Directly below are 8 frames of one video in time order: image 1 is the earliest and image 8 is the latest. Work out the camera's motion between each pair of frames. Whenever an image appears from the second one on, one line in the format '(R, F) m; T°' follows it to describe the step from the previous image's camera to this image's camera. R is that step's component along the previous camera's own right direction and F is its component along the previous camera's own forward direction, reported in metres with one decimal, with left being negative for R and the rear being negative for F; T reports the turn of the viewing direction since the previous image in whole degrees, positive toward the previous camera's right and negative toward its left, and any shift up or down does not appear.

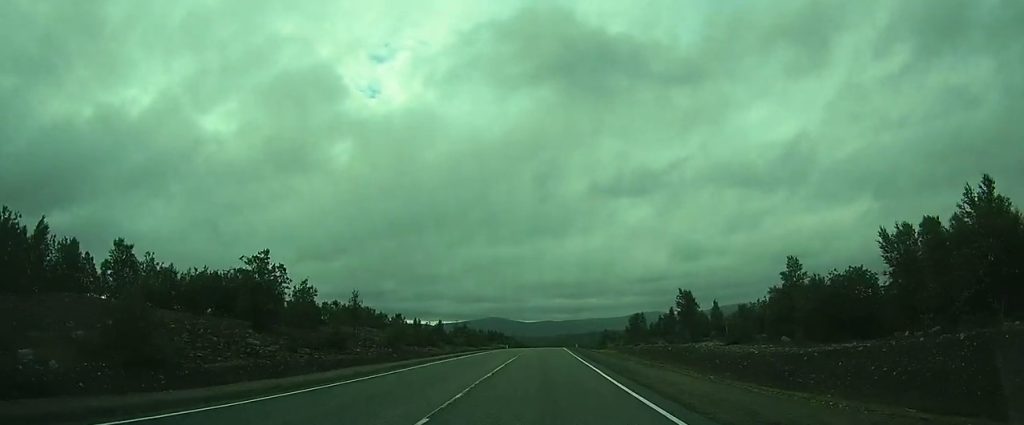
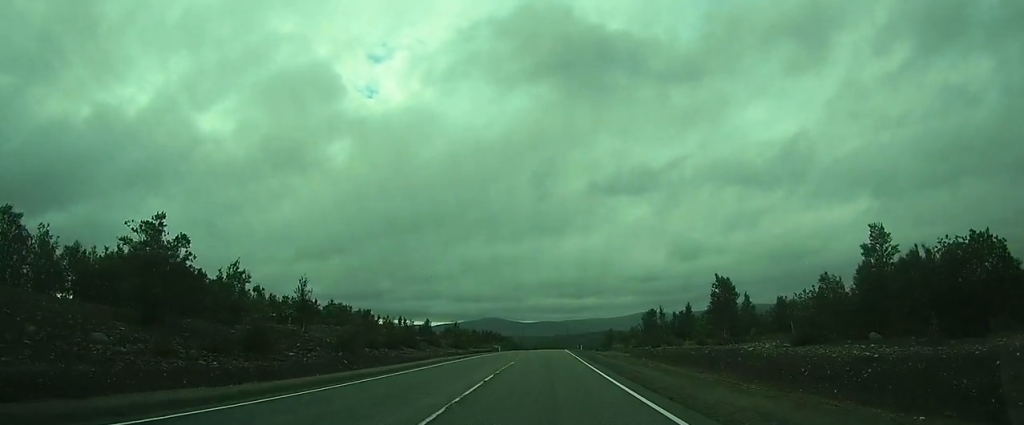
(-0.1, +14.7) m; 0°
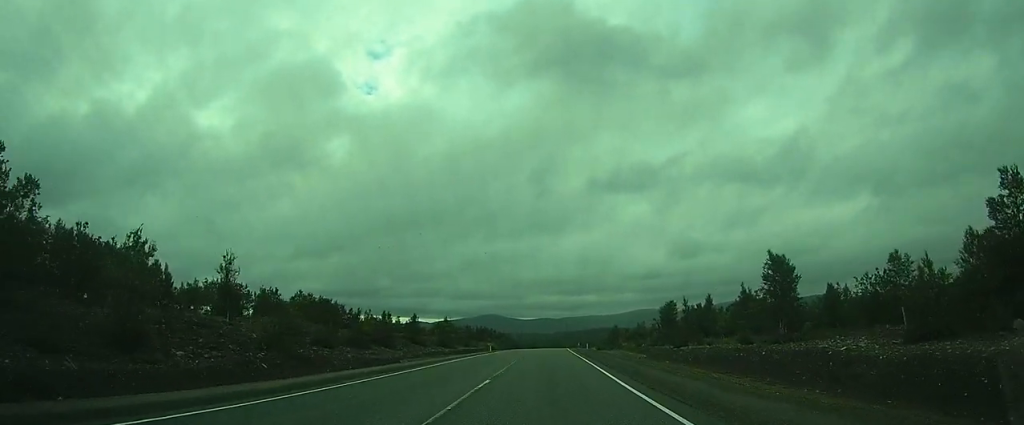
(+0.2, +13.0) m; +1°
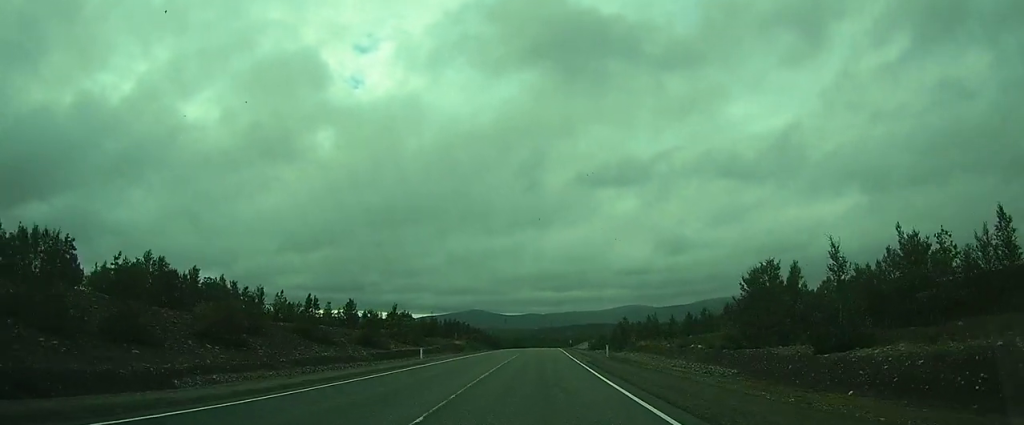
(+0.6, +34.1) m; +1°
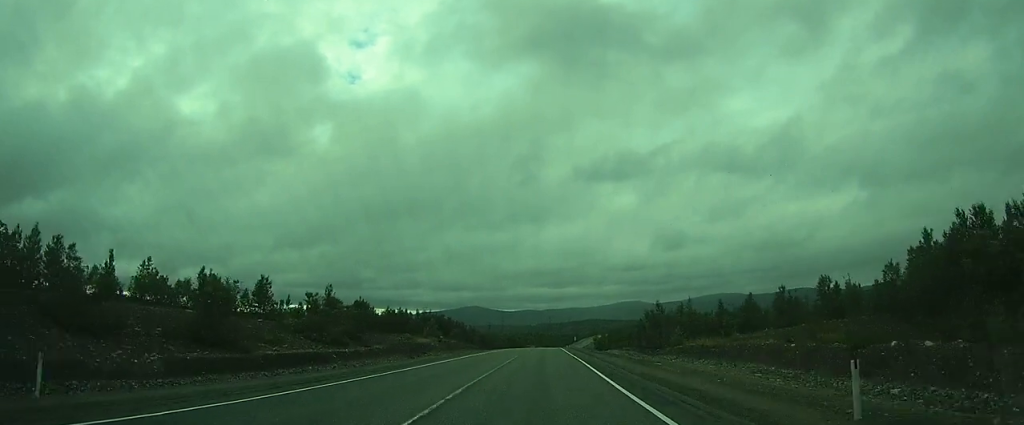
(-0.1, +29.2) m; 0°
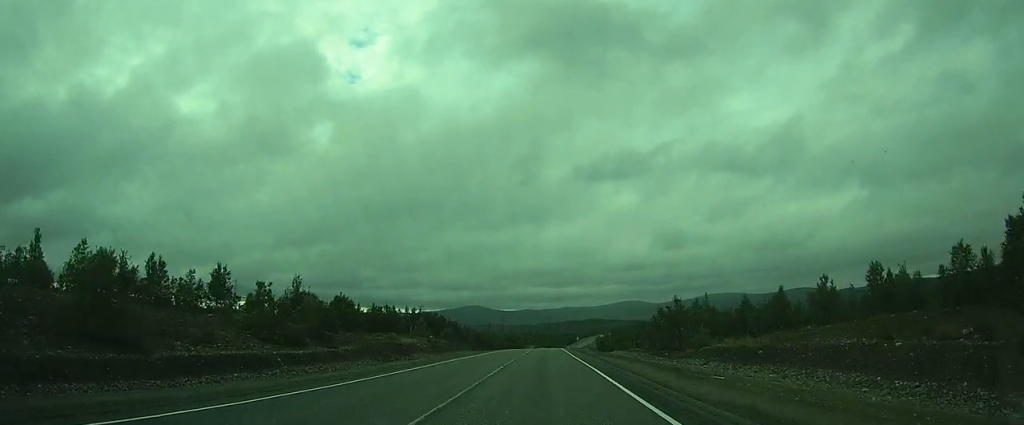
(0.0, +9.0) m; 0°
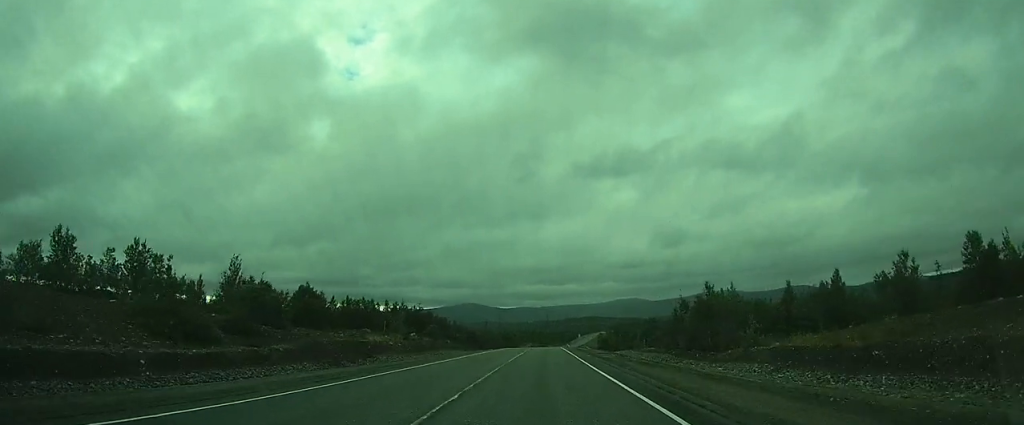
(0.0, +11.9) m; 0°
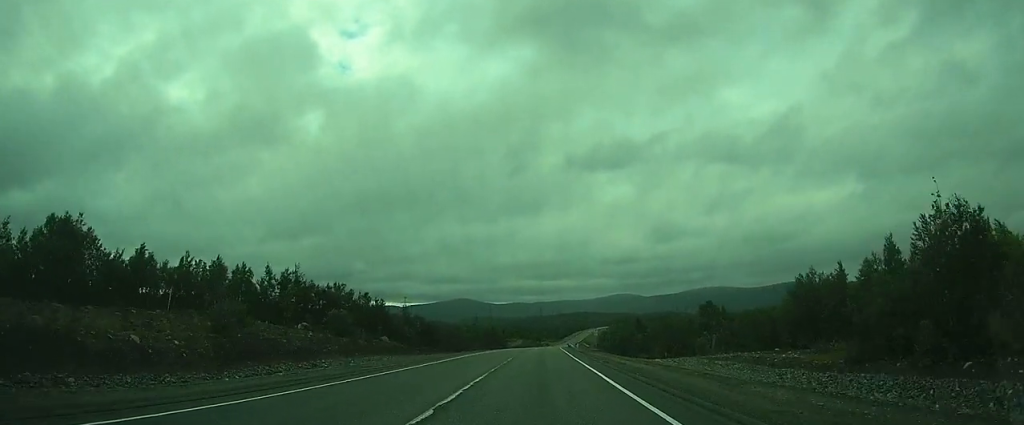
(+0.4, +38.6) m; +1°
